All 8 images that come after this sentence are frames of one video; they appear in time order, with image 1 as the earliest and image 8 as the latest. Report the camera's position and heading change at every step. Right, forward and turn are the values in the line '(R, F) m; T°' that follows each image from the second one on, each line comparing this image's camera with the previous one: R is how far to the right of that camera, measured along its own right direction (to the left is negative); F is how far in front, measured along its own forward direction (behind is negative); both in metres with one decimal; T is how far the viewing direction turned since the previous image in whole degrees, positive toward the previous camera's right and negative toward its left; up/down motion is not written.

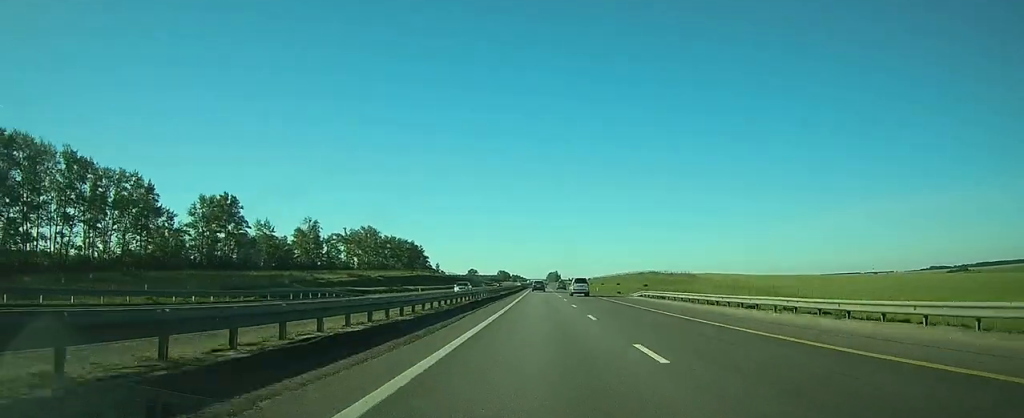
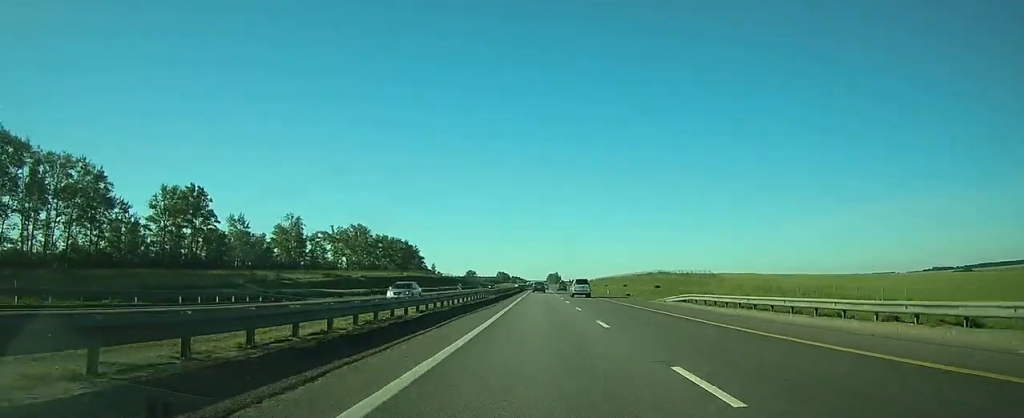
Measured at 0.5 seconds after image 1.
(0.0, +15.5) m; 0°
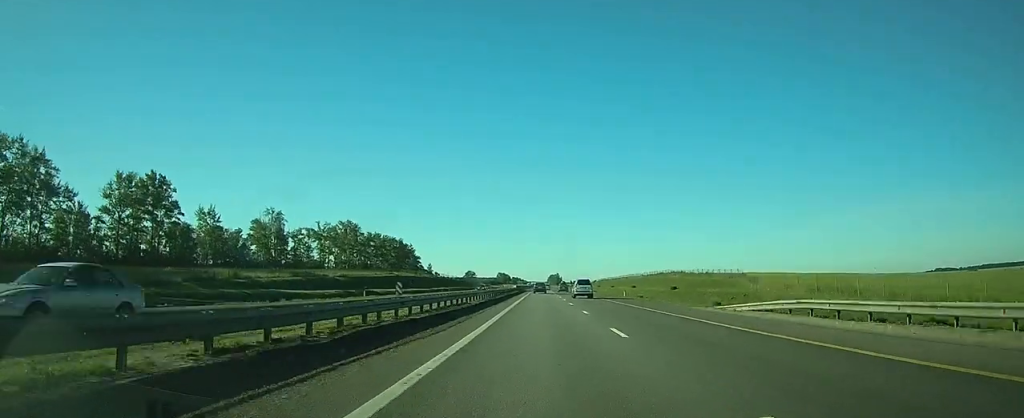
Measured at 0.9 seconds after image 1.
(0.0, +15.5) m; 0°
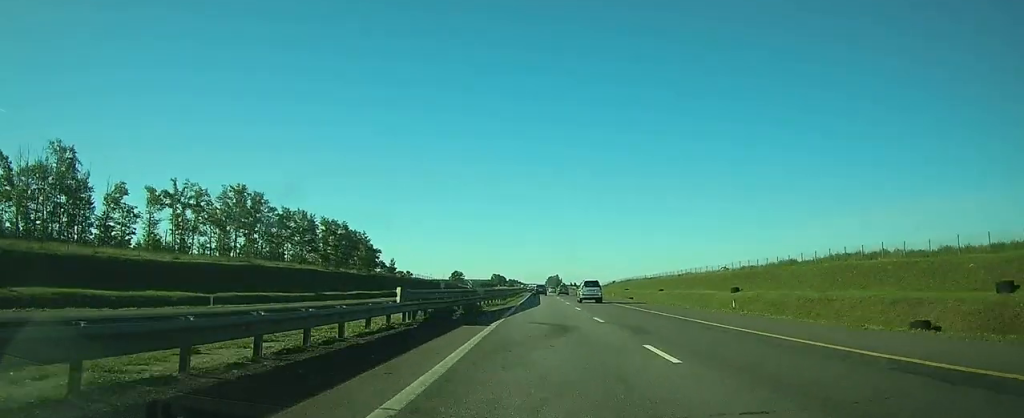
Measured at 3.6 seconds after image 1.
(0.0, +88.4) m; 0°
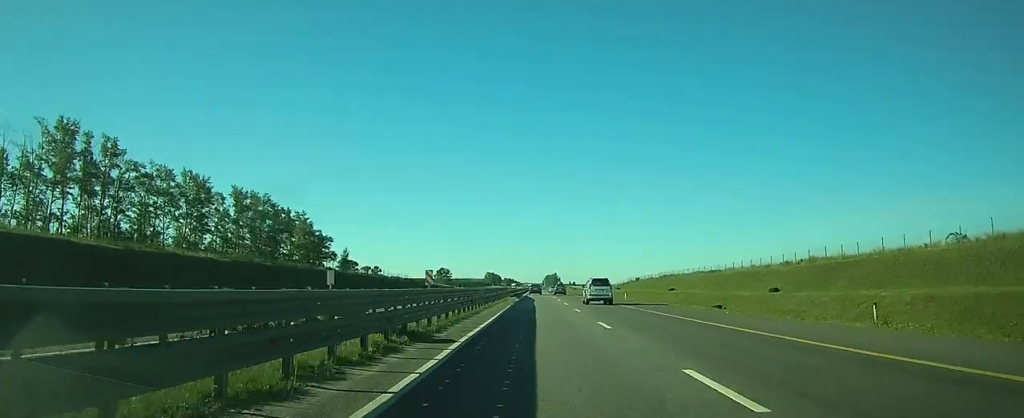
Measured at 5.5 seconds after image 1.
(0.0, +63.8) m; 0°
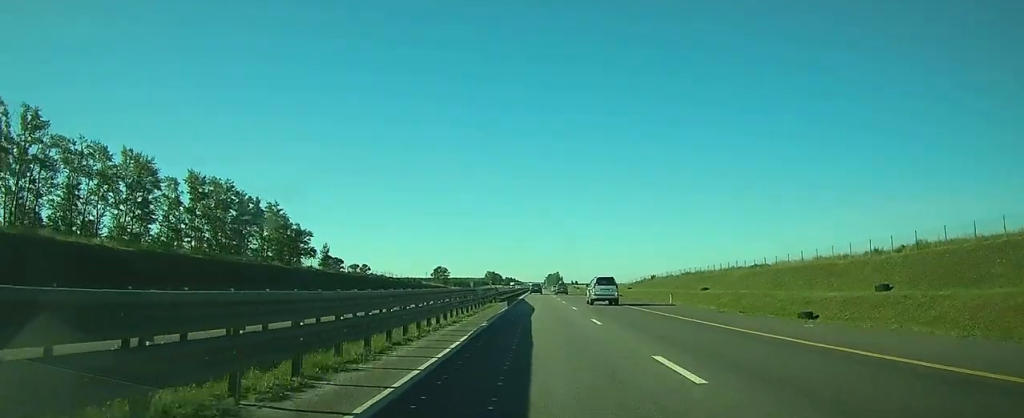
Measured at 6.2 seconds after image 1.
(+0.1, +21.9) m; 0°
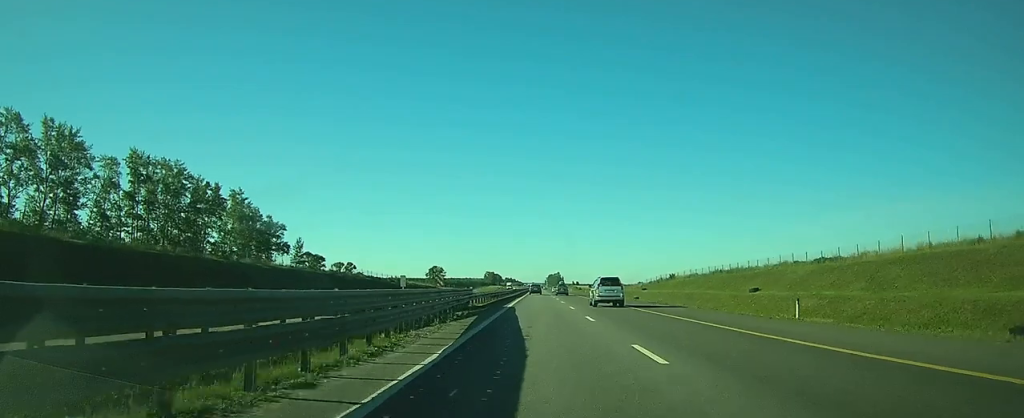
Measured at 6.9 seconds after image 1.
(0.0, +21.9) m; 0°
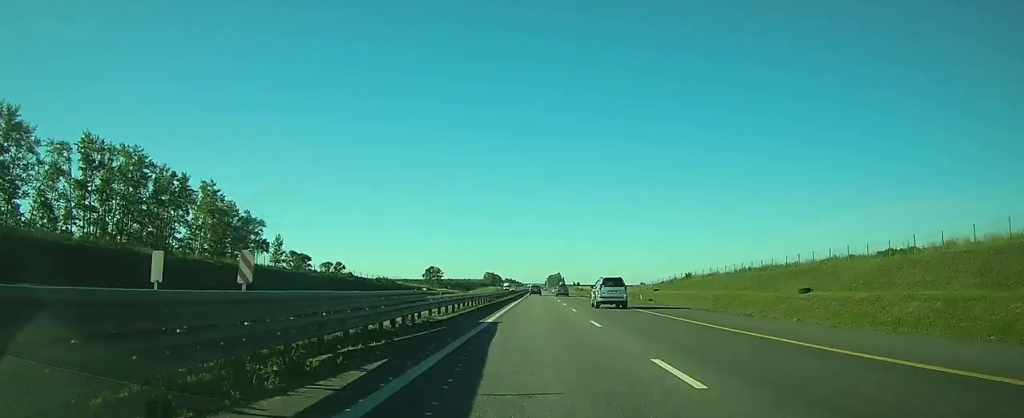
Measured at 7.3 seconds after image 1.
(0.0, +14.2) m; 0°
